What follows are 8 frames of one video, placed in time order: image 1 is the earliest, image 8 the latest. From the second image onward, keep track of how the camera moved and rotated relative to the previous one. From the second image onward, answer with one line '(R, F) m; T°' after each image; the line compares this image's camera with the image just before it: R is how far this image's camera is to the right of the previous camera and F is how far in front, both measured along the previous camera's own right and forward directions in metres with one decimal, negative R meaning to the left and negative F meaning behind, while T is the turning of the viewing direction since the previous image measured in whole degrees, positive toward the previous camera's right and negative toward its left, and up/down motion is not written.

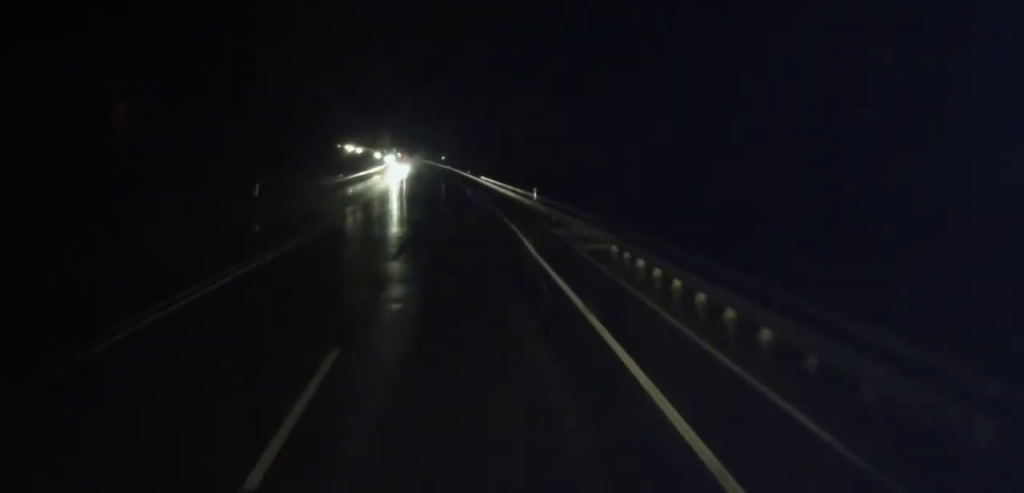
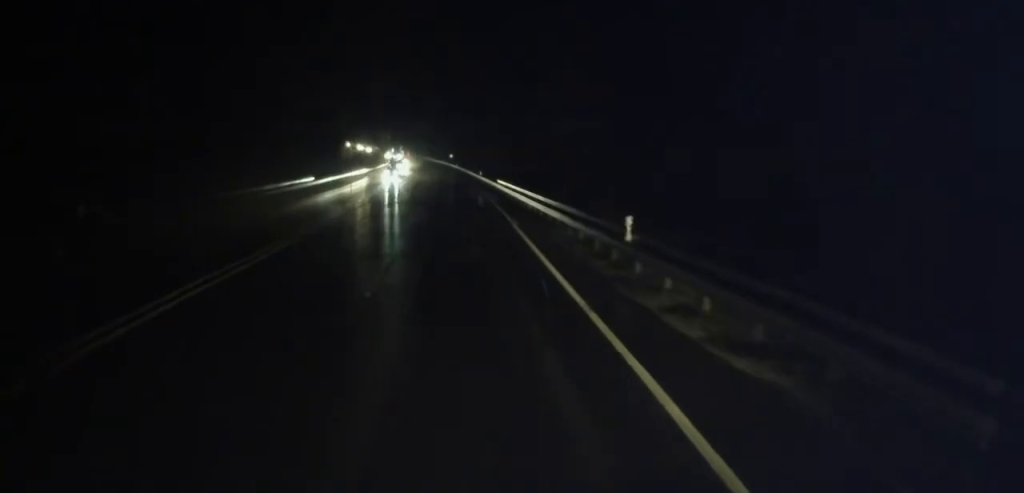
(+0.1, +17.4) m; +1°
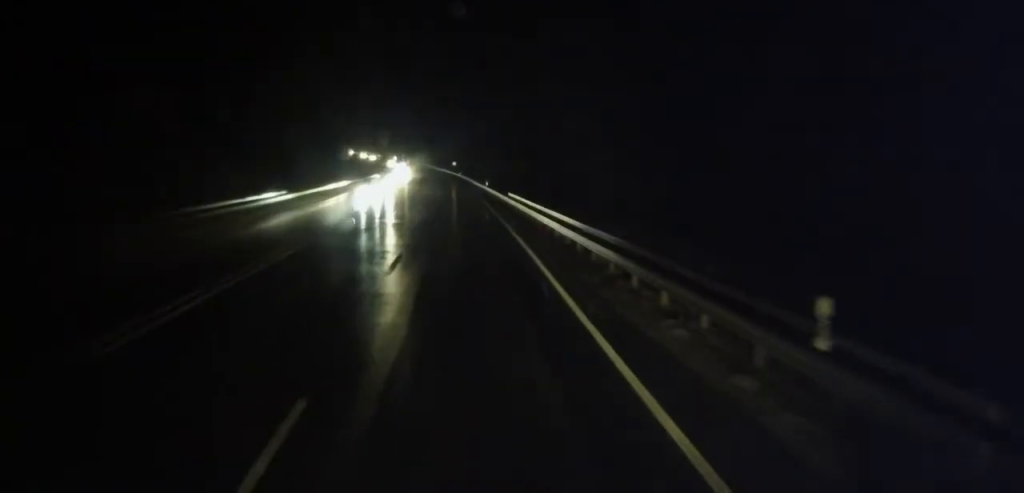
(+0.1, +8.8) m; 0°
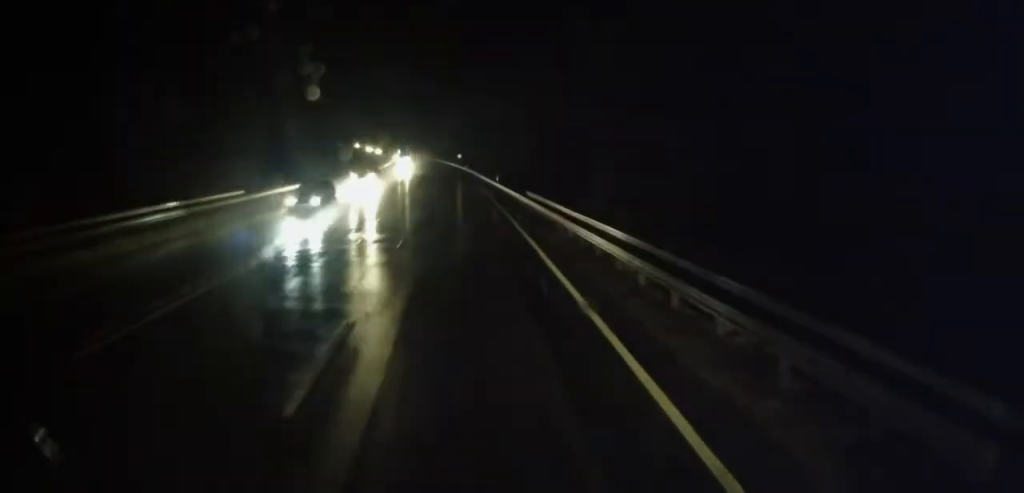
(+0.2, +9.4) m; -1°
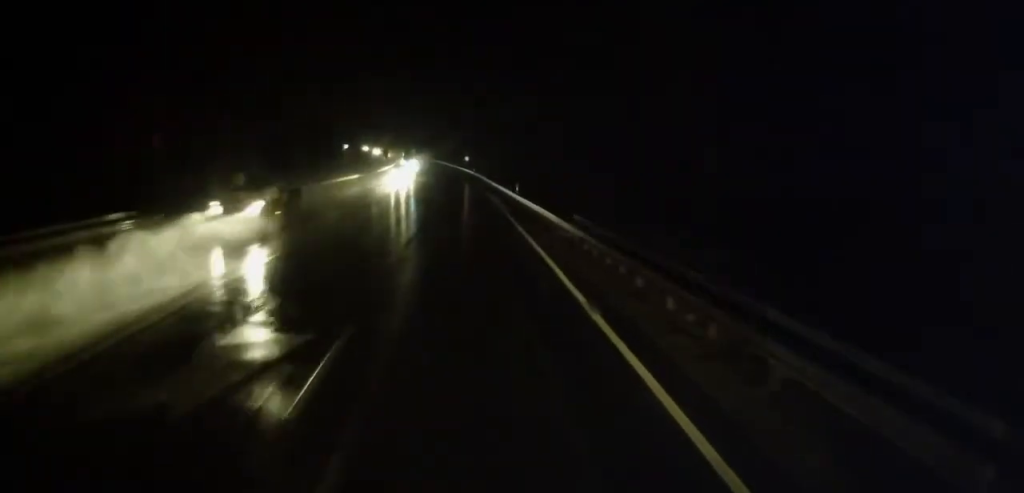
(-0.4, +12.4) m; -2°
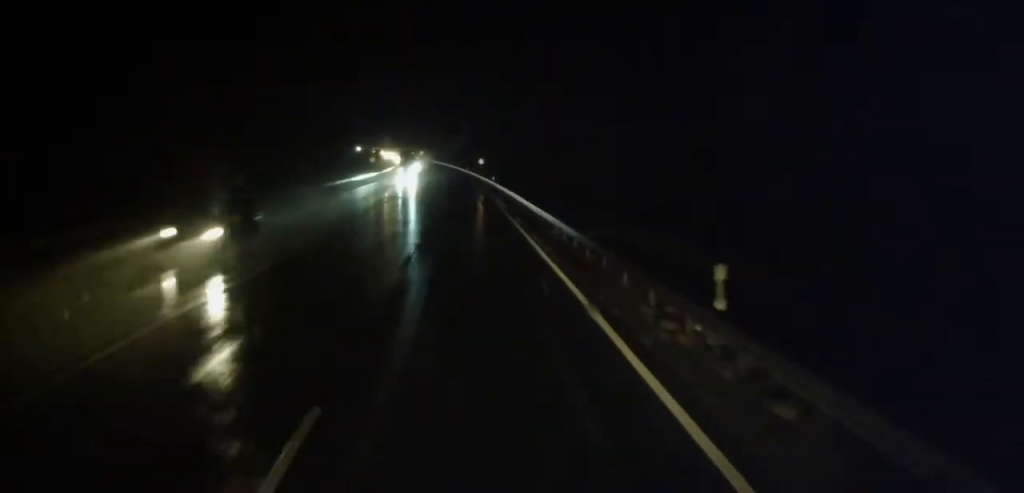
(0.0, +27.6) m; +1°
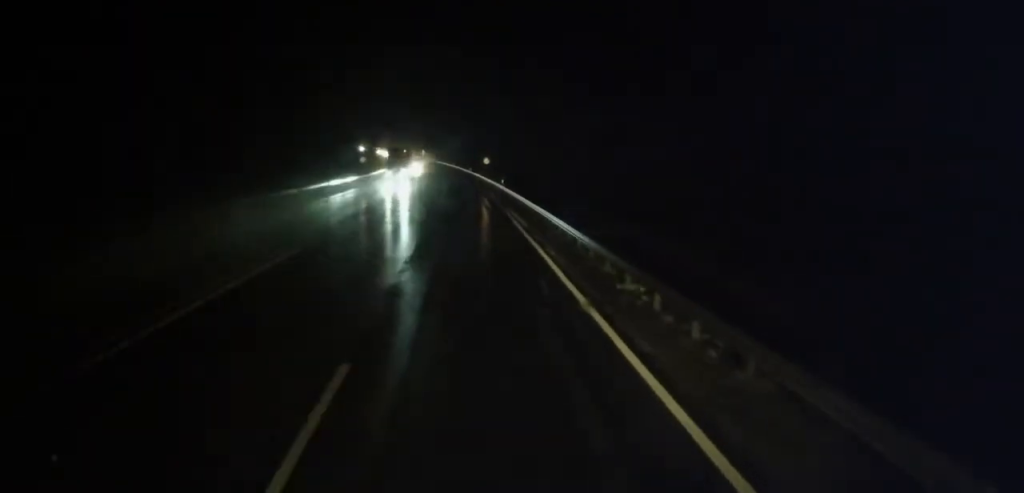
(+0.1, +10.4) m; -1°
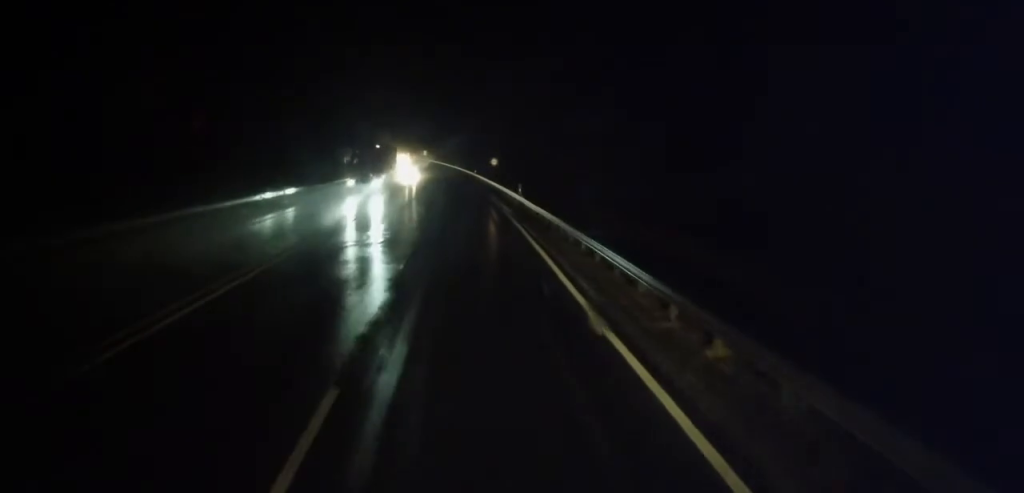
(-0.4, +12.8) m; -2°
